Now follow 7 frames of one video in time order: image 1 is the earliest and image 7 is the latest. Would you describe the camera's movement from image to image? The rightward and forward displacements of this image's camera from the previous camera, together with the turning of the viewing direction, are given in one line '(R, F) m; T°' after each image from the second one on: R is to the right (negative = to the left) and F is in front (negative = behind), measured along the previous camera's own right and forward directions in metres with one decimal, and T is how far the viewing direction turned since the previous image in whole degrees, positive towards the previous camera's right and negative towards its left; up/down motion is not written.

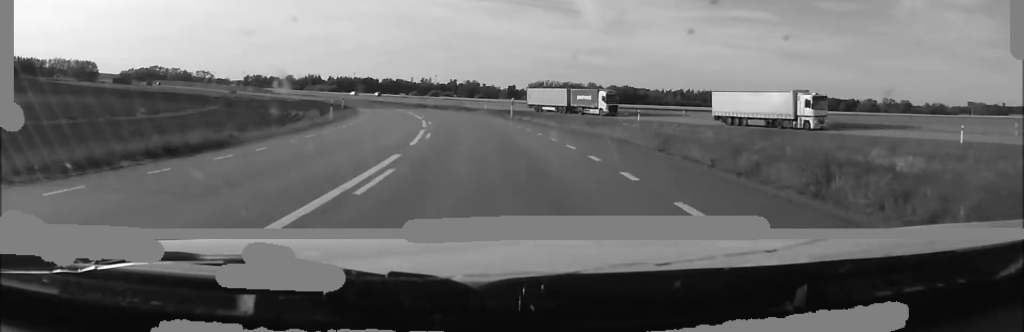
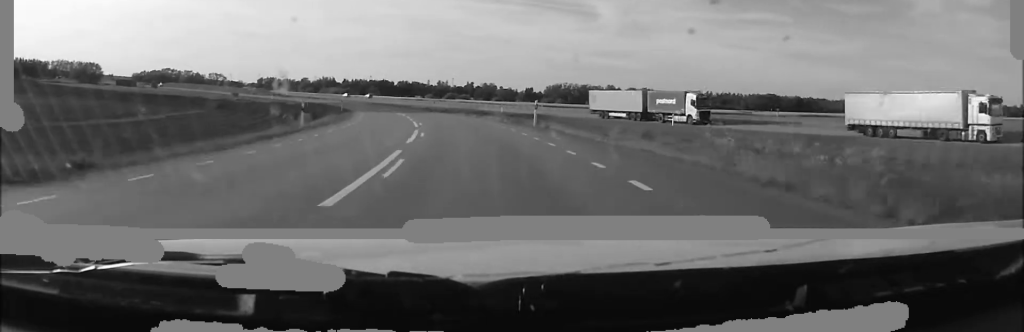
(0.0, +9.7) m; -2°
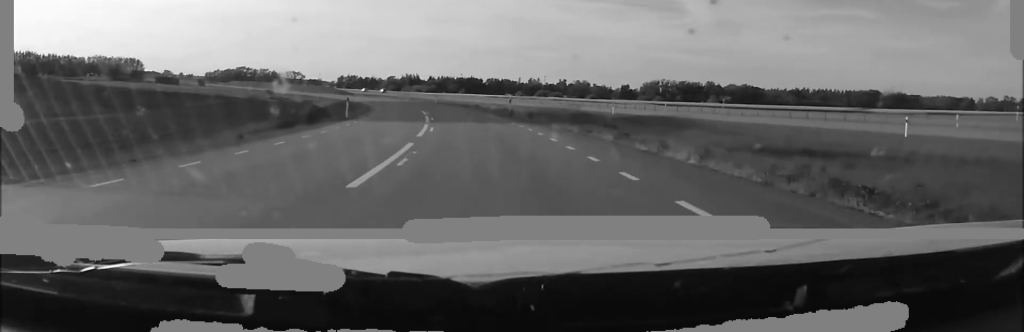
(-4.2, +34.3) m; -13°
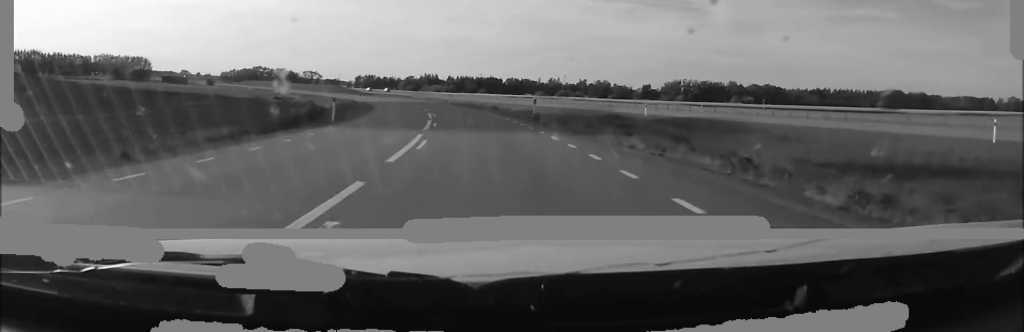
(0.0, +9.3) m; 0°
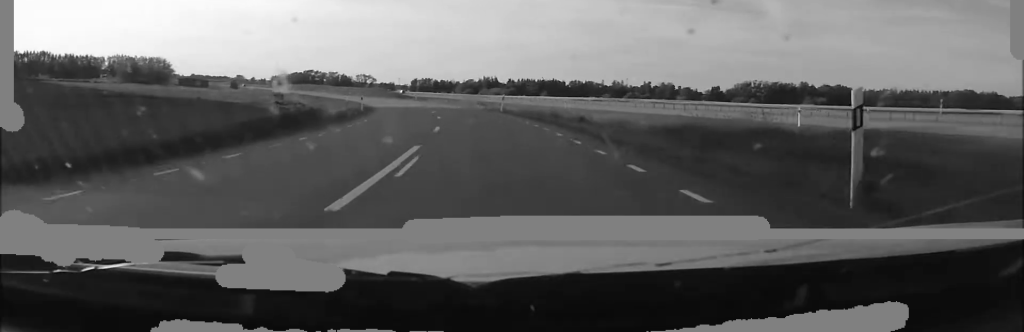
(+0.1, +29.7) m; +1°
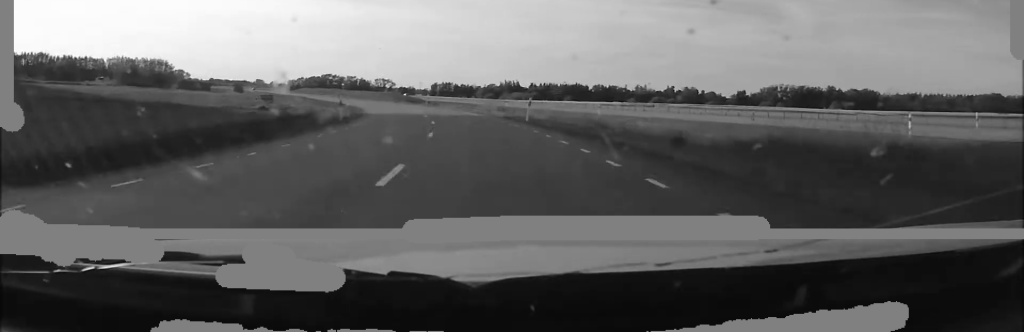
(+0.2, +13.7) m; -5°
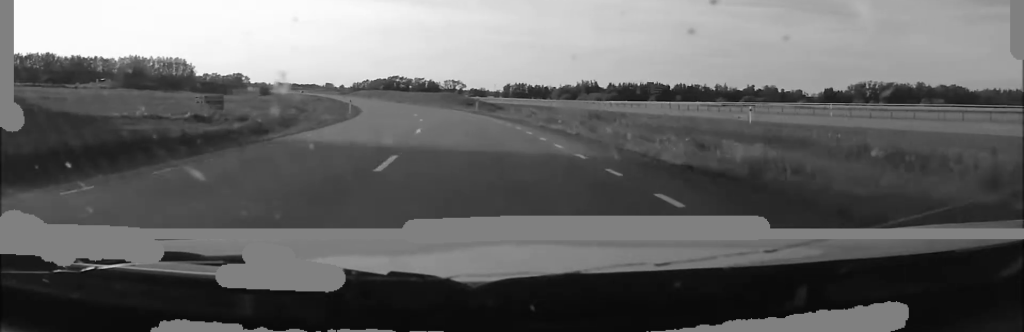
(-6.0, +36.6) m; -16°
